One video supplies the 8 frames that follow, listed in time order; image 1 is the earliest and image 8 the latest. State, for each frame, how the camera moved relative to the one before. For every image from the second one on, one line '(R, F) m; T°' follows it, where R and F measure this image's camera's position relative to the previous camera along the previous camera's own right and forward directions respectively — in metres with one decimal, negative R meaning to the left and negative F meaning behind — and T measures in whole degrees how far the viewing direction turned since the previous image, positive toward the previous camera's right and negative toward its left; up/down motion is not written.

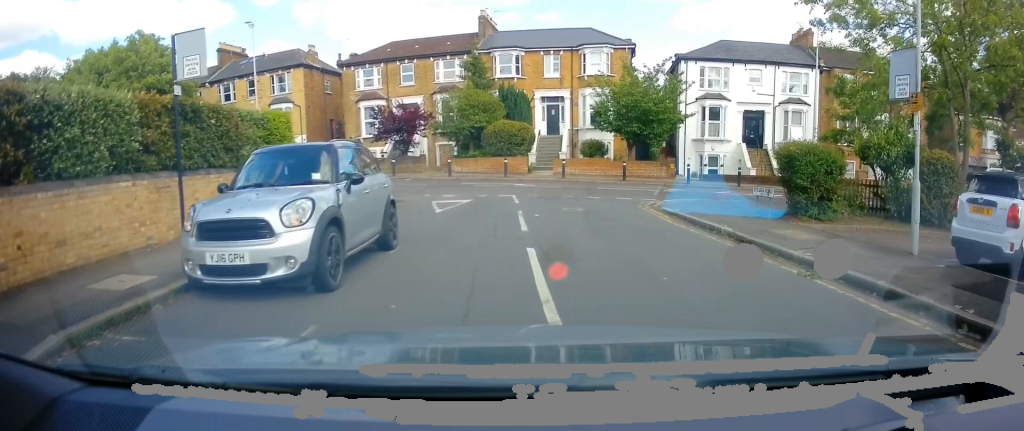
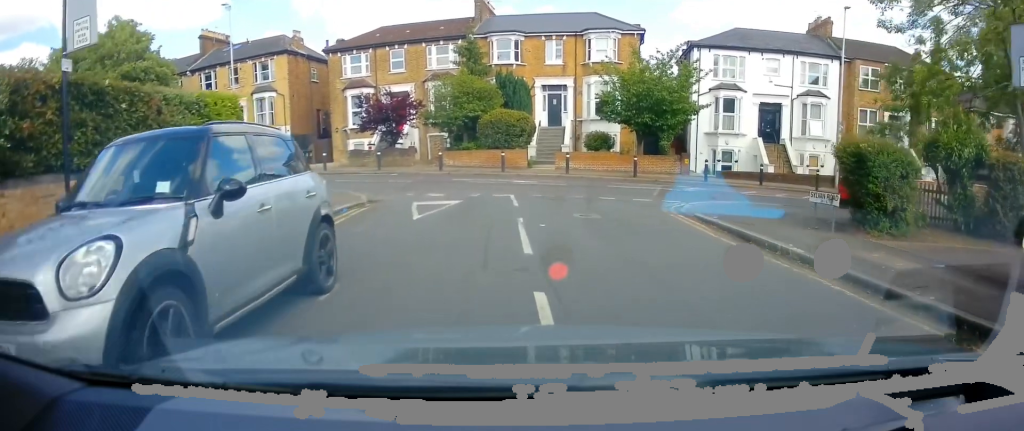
(0.0, +3.2) m; 0°
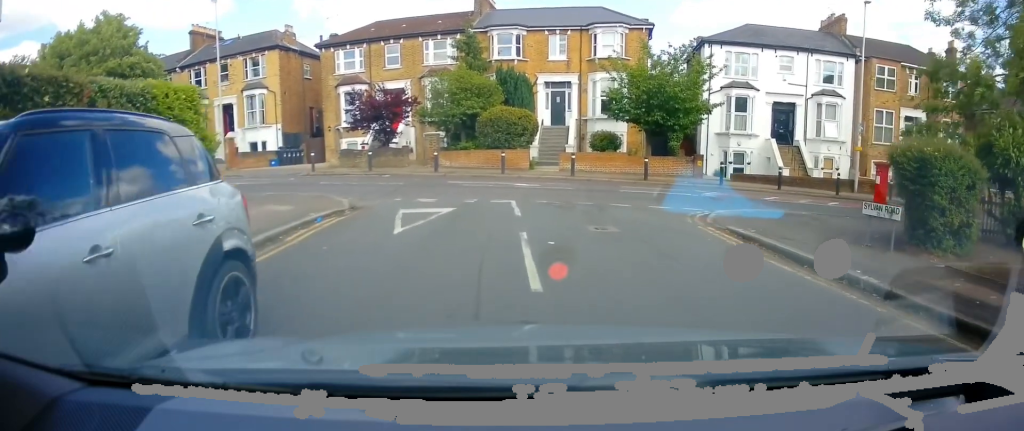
(0.0, +2.1) m; 0°
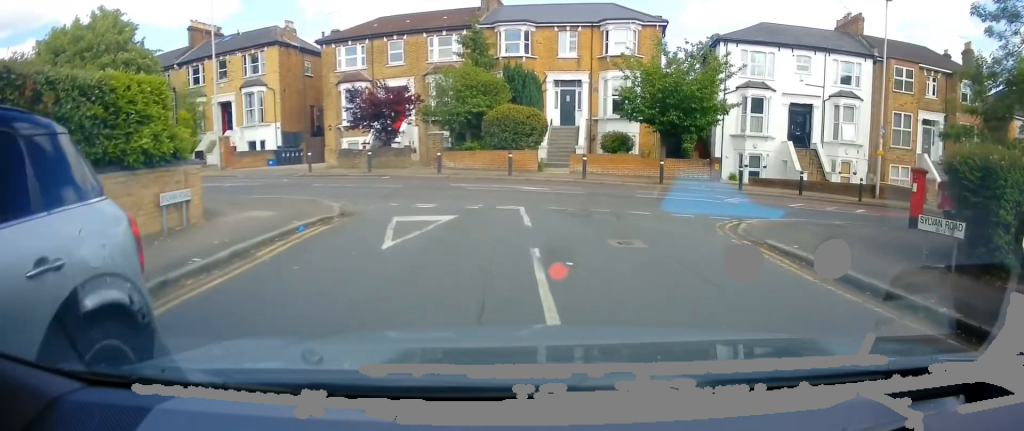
(0.0, +1.5) m; -1°
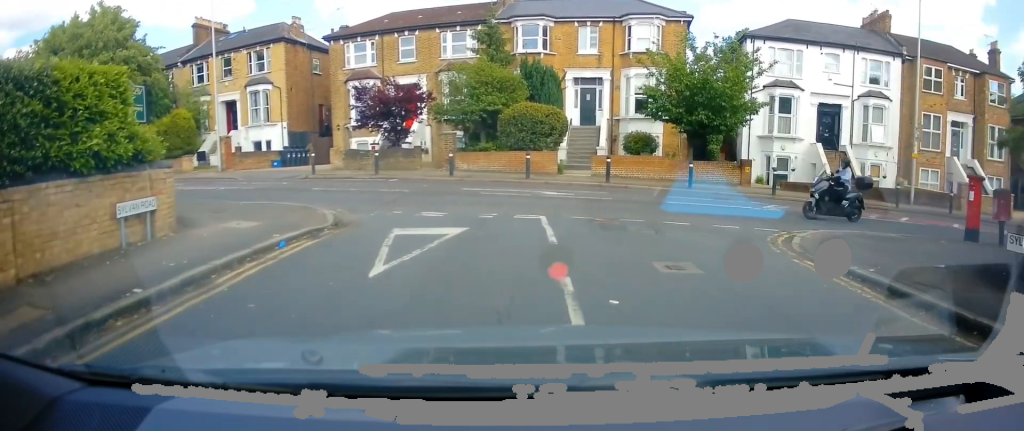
(0.0, +1.9) m; -2°
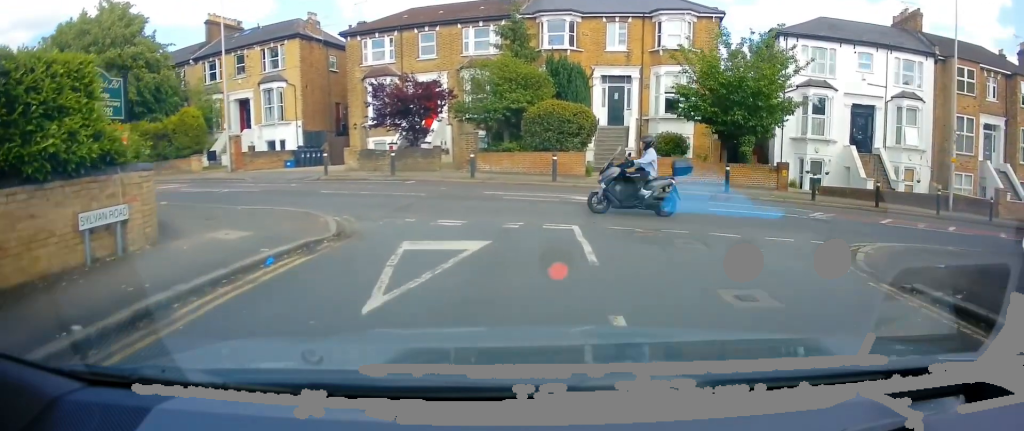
(0.0, +1.6) m; -3°
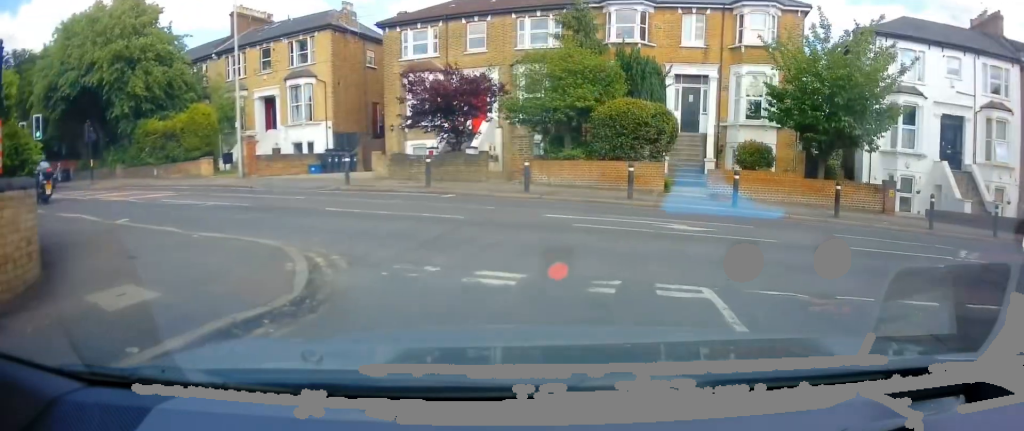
(-0.1, +2.4) m; -3°
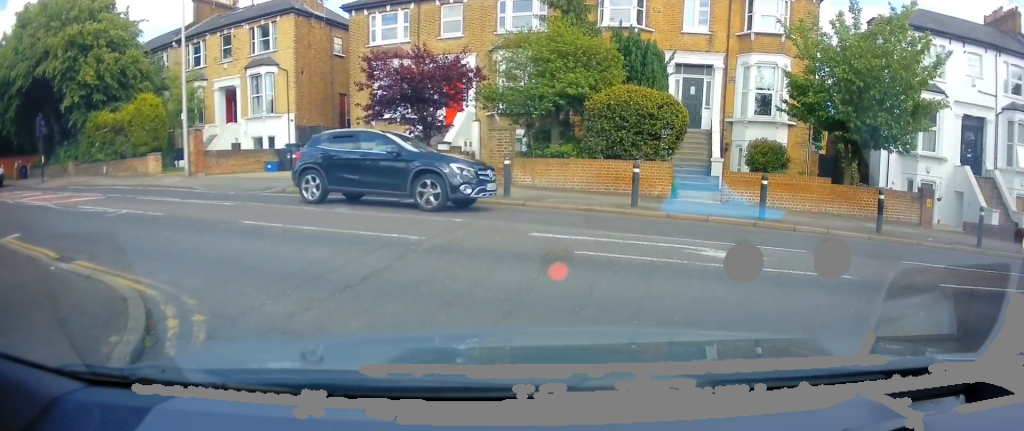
(+0.3, +4.4) m; +6°
